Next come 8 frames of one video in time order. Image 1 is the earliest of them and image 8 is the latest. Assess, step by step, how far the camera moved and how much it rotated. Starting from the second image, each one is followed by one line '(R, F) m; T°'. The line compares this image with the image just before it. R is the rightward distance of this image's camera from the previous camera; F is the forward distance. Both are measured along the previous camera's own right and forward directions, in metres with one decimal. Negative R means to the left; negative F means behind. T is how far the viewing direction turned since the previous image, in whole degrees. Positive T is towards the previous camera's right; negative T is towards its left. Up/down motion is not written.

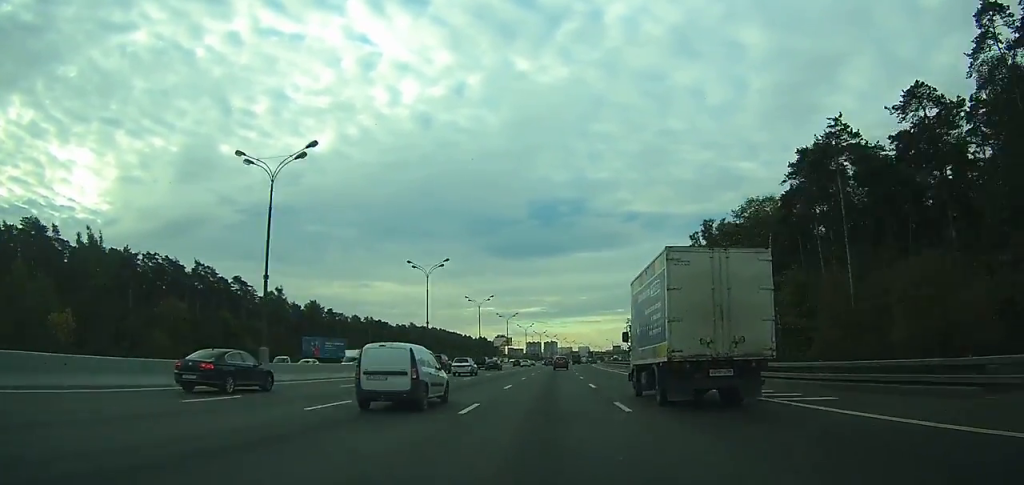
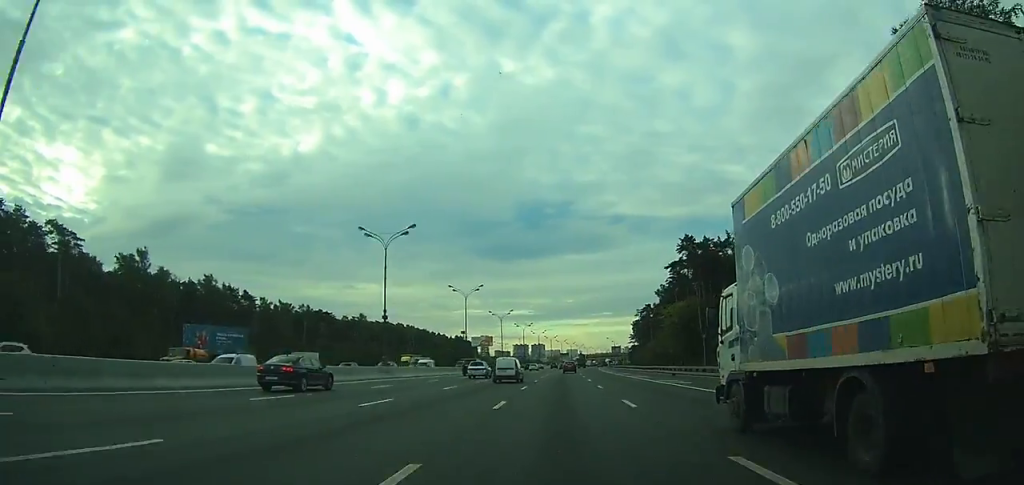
(+0.5, +56.8) m; +1°
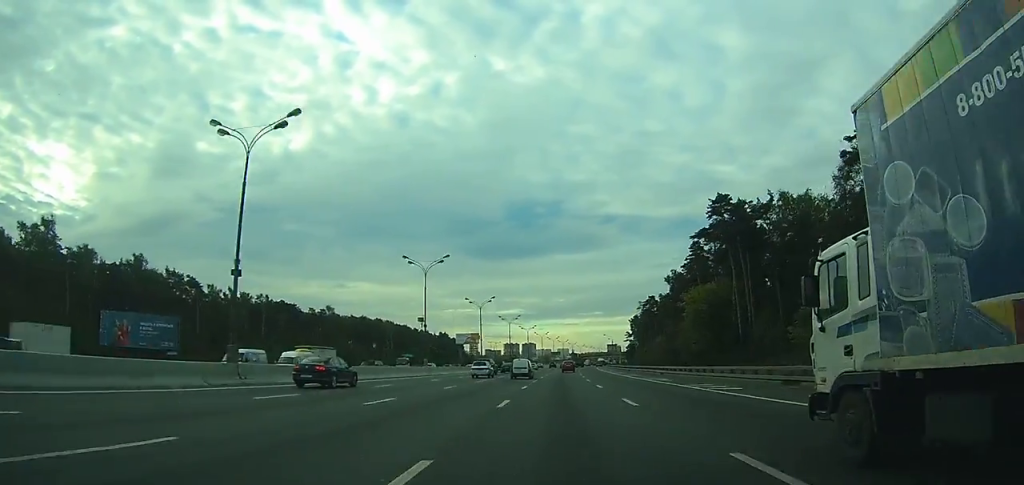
(0.0, +25.2) m; +1°
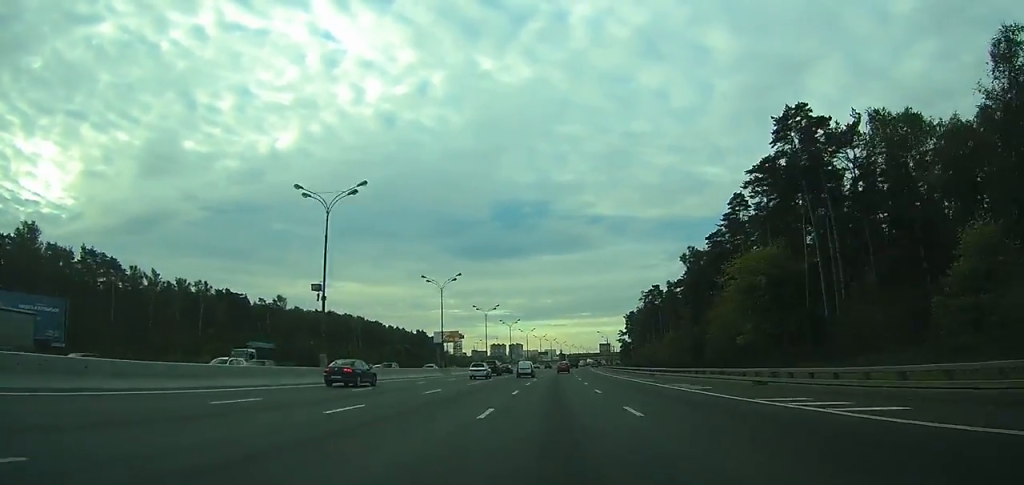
(+0.3, +28.3) m; +1°
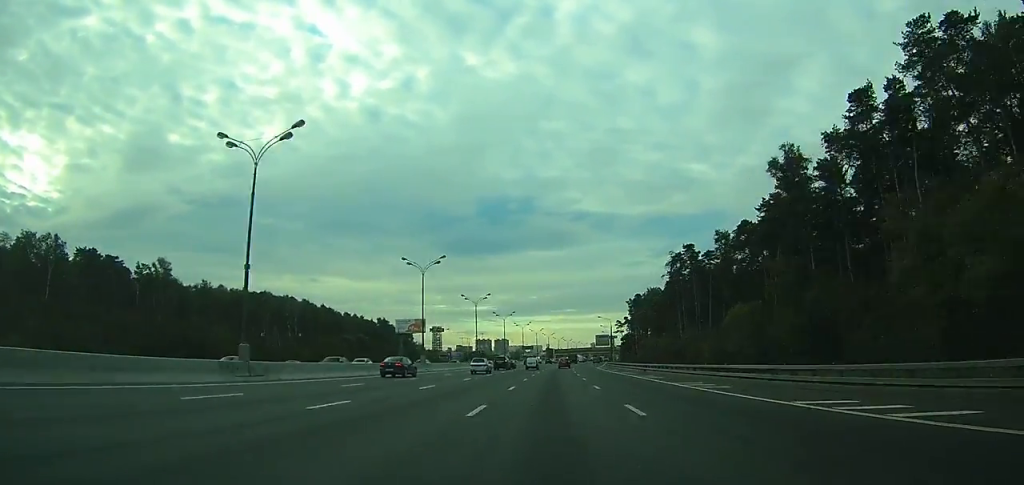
(+0.4, +49.9) m; +1°
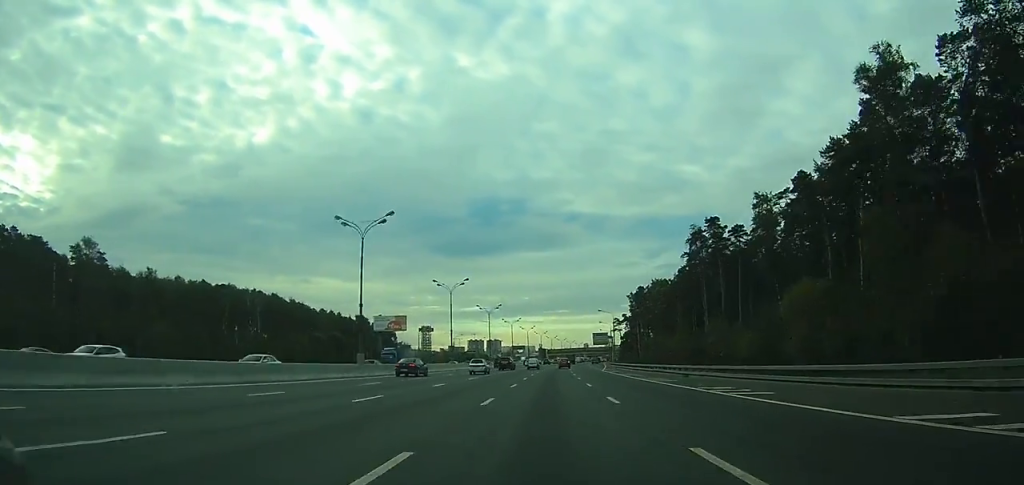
(0.0, +20.2) m; 0°
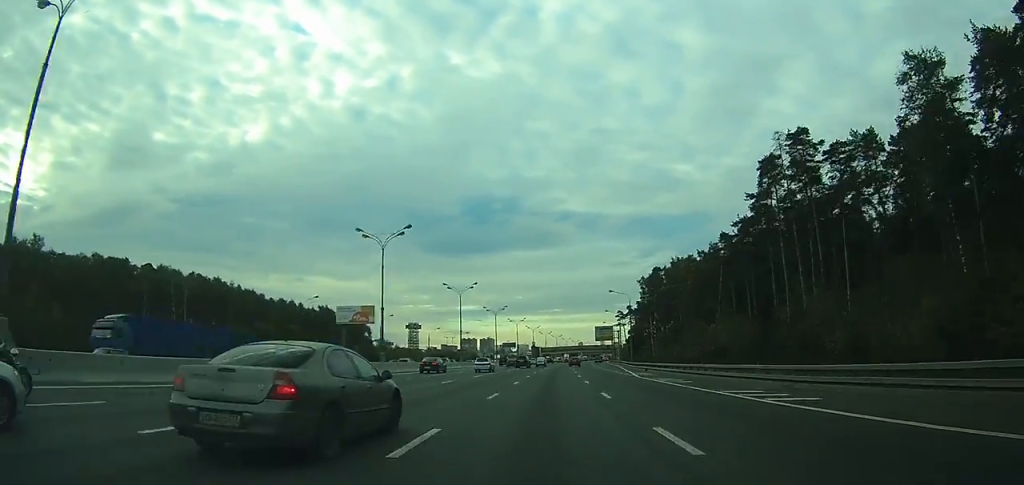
(0.0, +32.6) m; +1°
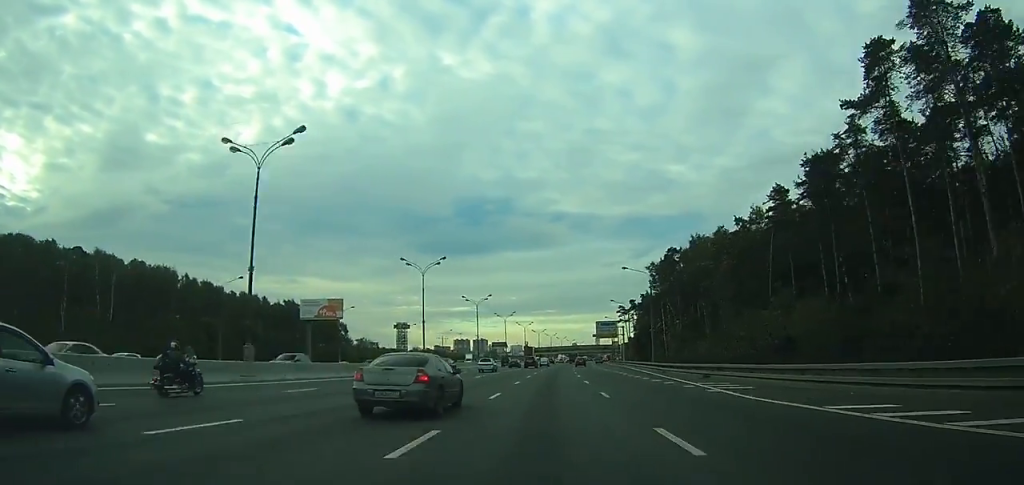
(+0.4, +22.7) m; +1°
